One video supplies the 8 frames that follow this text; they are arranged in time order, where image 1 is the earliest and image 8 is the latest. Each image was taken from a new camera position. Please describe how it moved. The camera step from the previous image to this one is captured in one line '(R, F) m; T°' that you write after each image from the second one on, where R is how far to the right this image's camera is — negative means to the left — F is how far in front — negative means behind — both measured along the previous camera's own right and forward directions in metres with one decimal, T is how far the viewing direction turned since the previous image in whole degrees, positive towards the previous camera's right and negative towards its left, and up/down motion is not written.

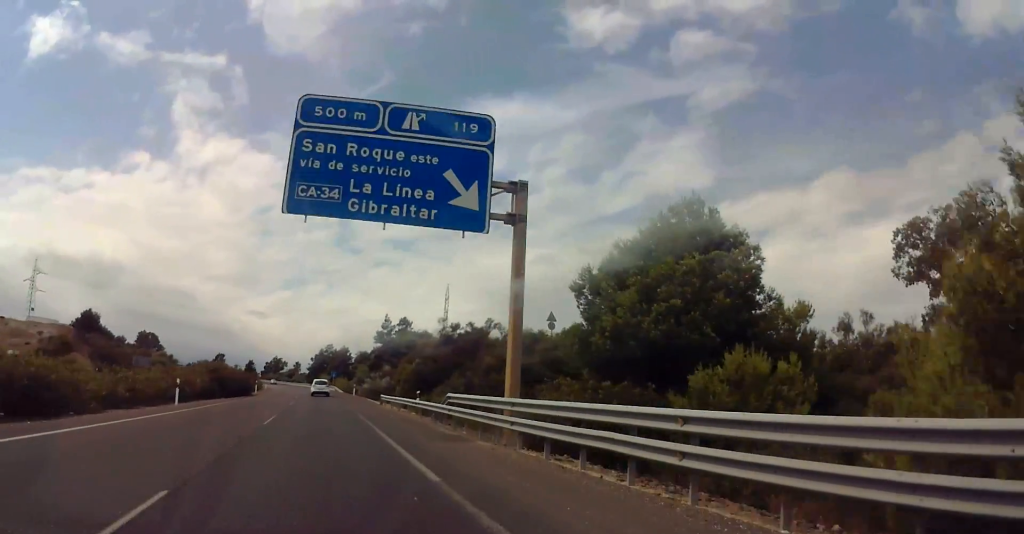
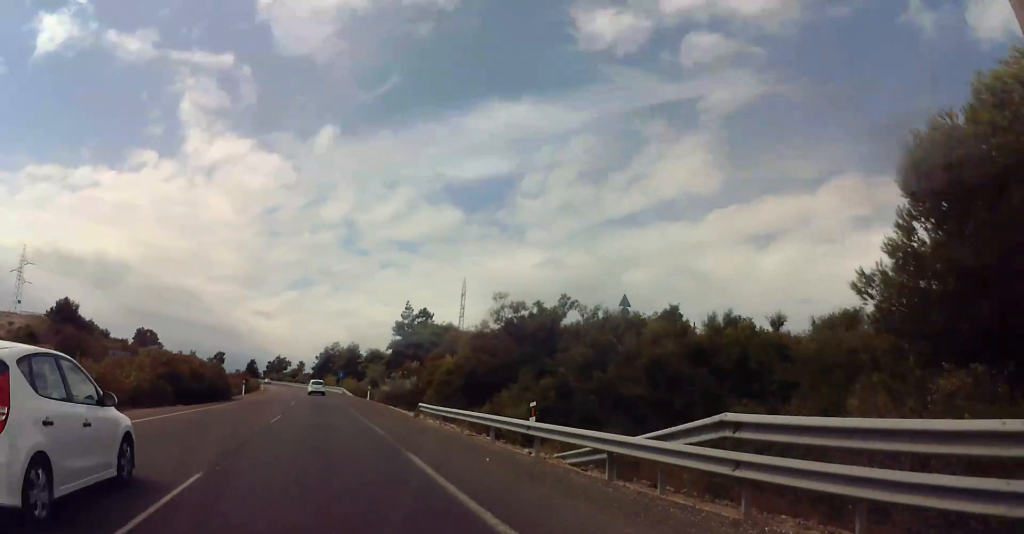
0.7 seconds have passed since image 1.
(-0.1, +16.9) m; 0°
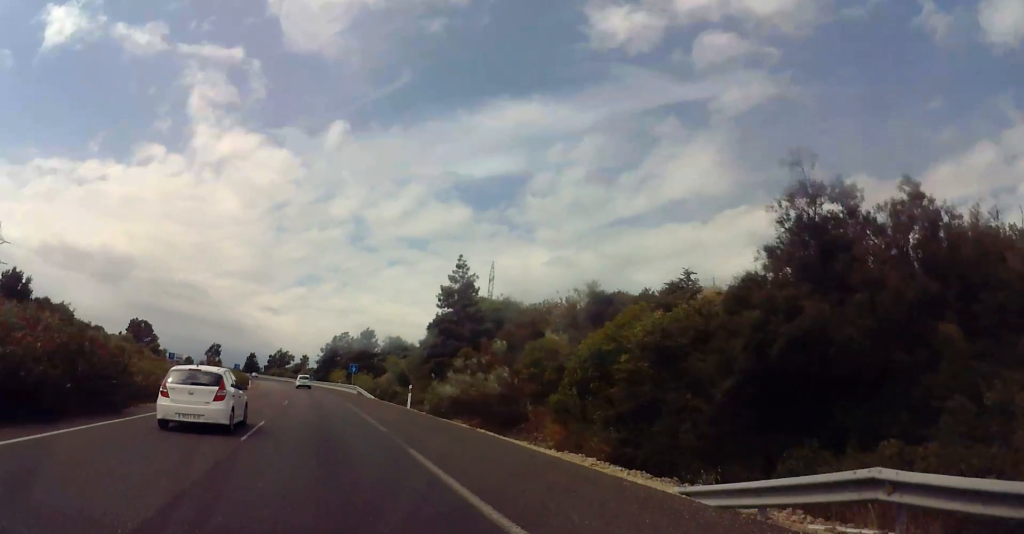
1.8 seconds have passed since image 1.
(+0.2, +26.3) m; +1°
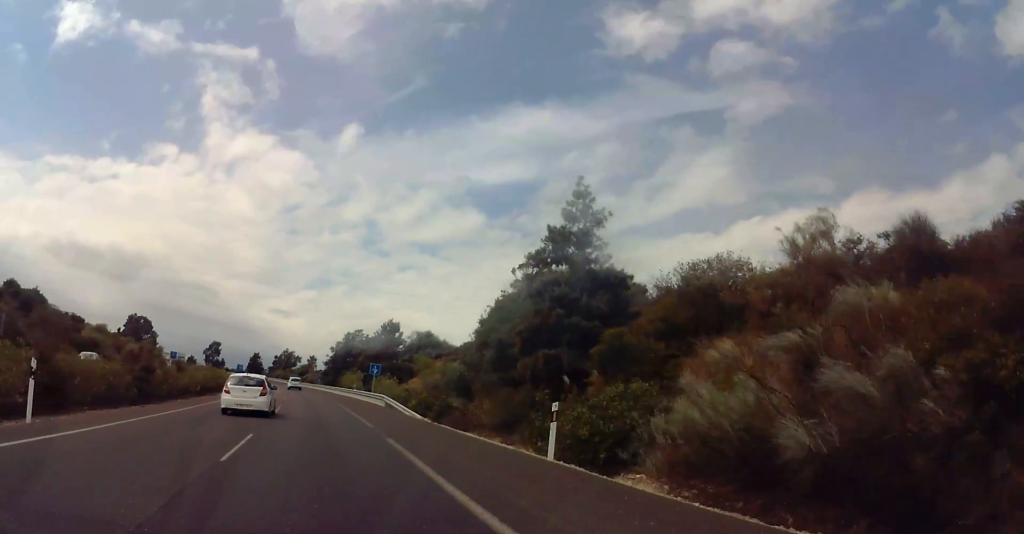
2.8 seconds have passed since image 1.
(+0.1, +22.4) m; 0°
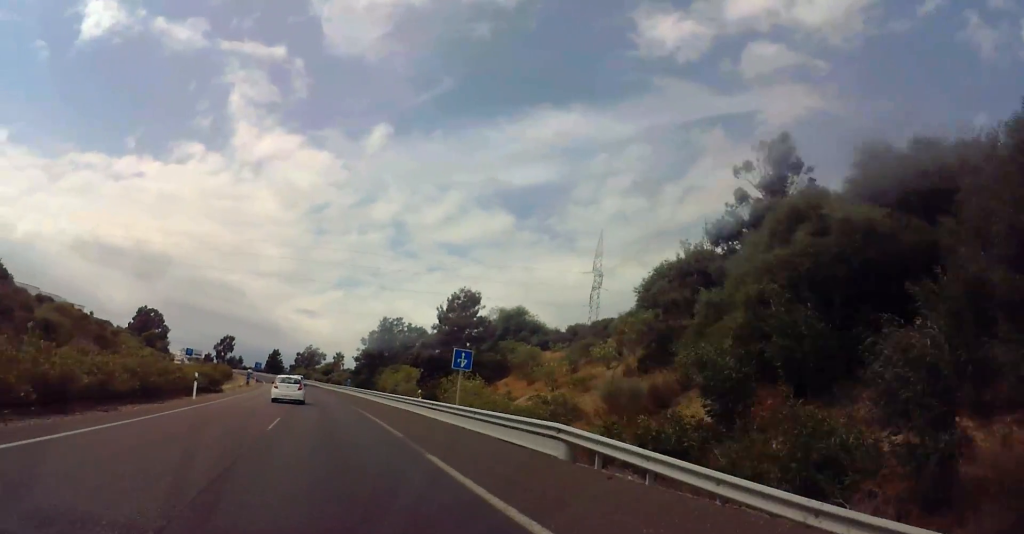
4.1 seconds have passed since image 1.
(-0.4, +29.7) m; -4°
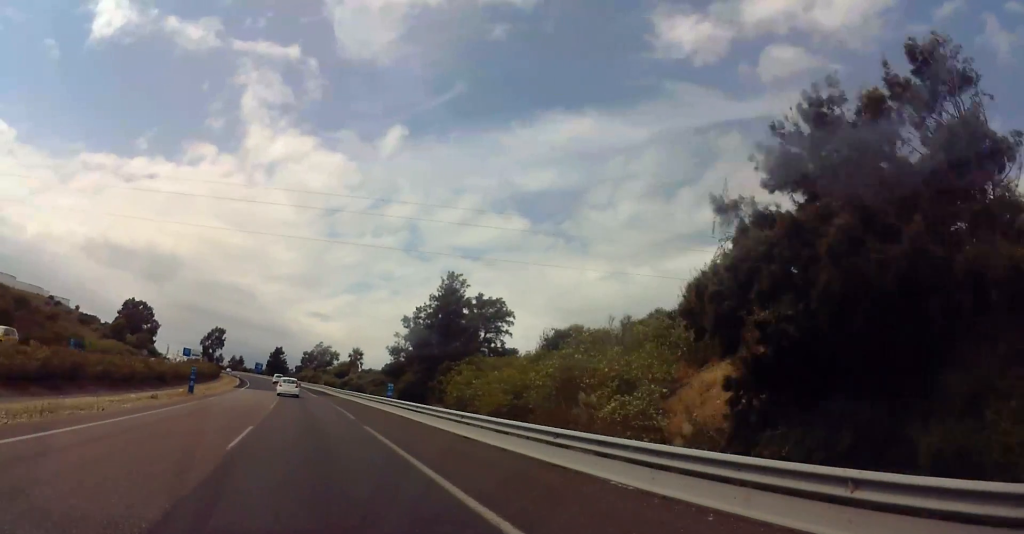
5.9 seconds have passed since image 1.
(-2.3, +41.0) m; -3°
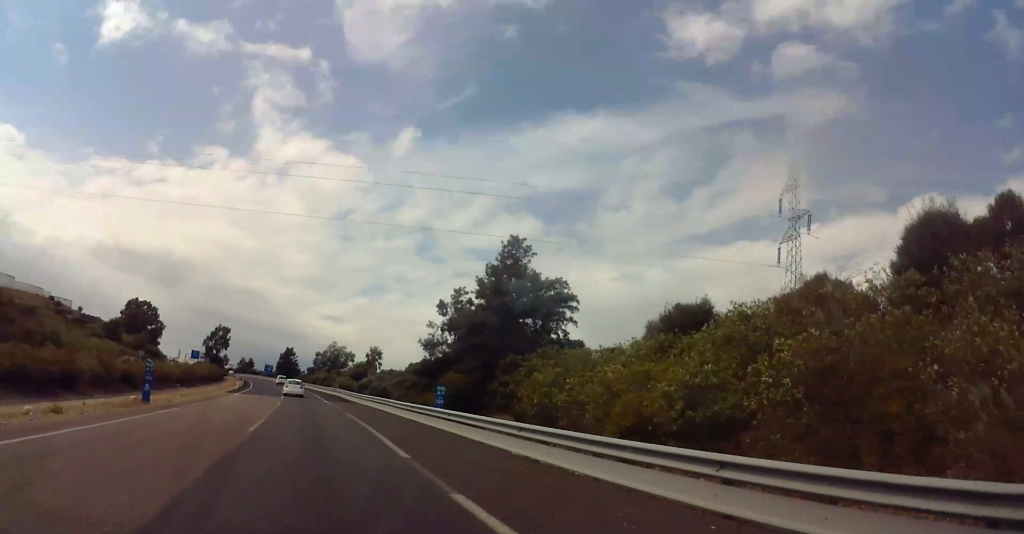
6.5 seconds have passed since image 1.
(+0.1, +13.7) m; 0°
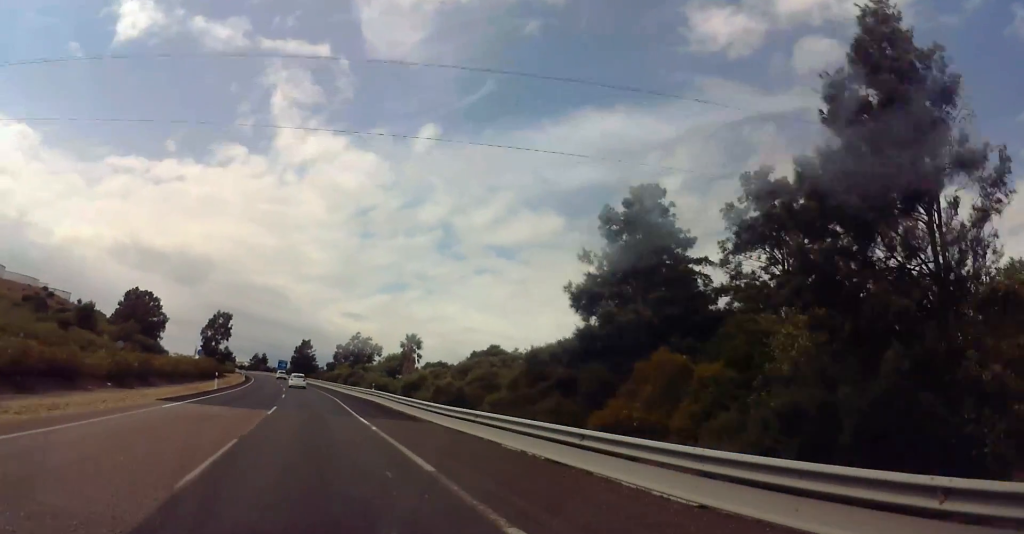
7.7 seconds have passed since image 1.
(0.0, +27.4) m; -1°
